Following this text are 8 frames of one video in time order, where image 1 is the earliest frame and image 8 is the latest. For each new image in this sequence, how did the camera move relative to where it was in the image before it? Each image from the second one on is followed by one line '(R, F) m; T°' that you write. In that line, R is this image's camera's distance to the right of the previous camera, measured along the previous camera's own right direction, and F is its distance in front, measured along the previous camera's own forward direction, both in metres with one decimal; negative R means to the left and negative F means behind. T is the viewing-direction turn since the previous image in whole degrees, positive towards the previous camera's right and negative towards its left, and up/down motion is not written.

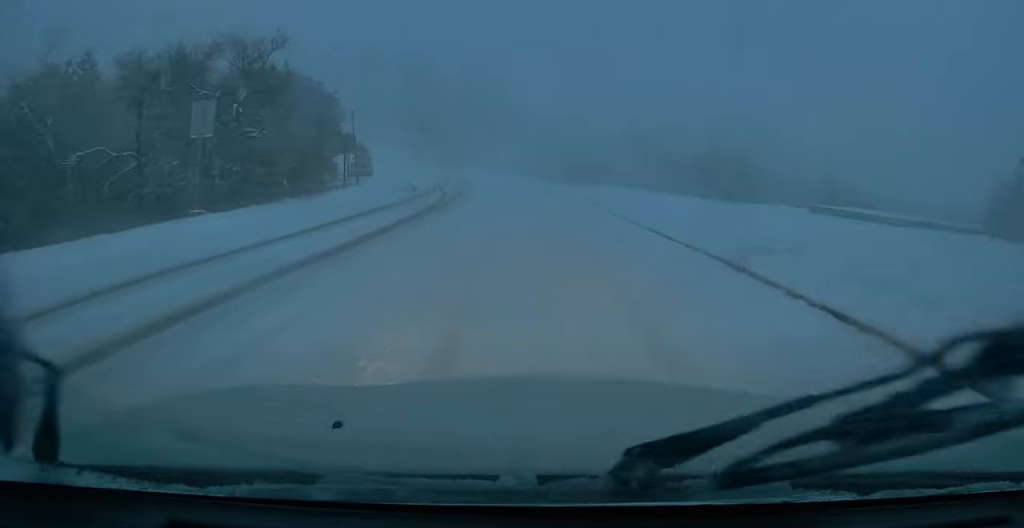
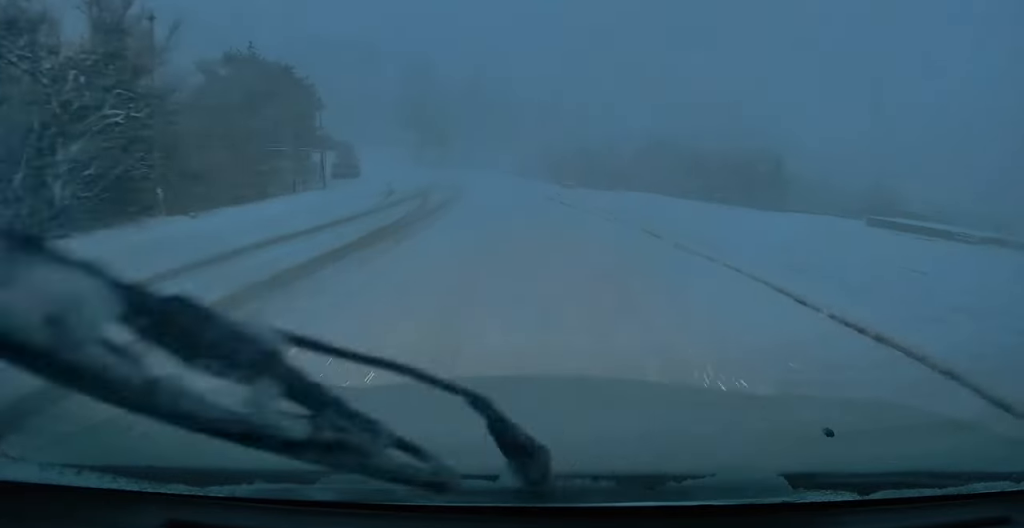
(0.0, +8.4) m; +1°
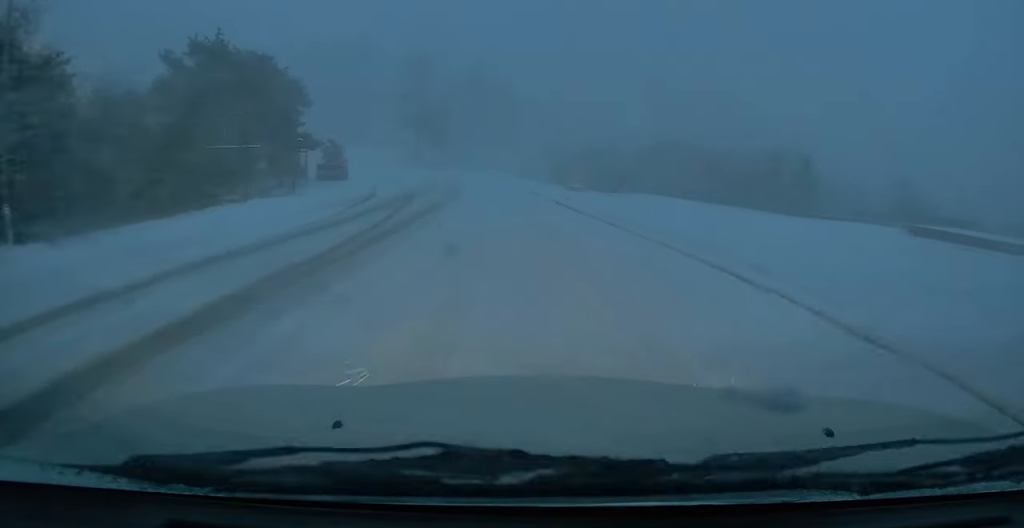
(+0.1, +5.0) m; -1°
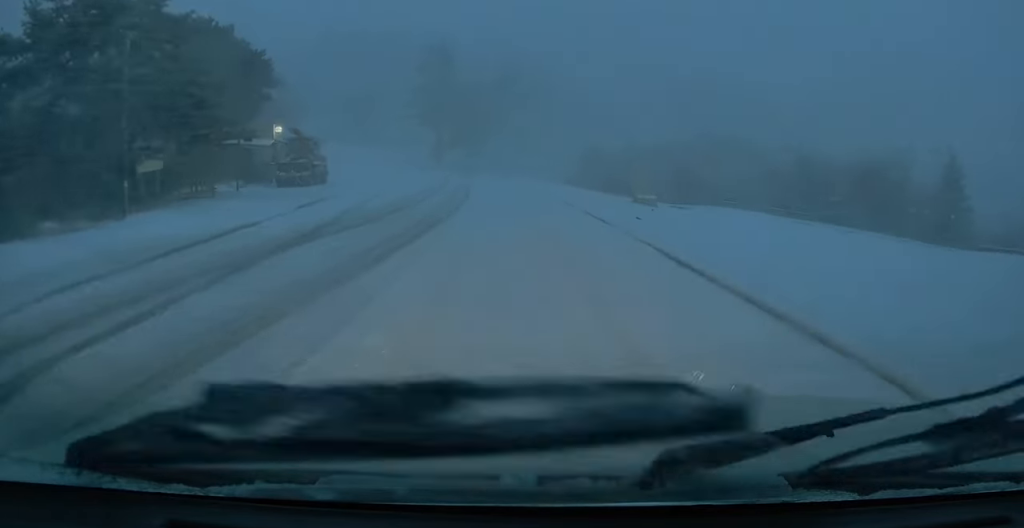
(-0.8, +14.7) m; -5°
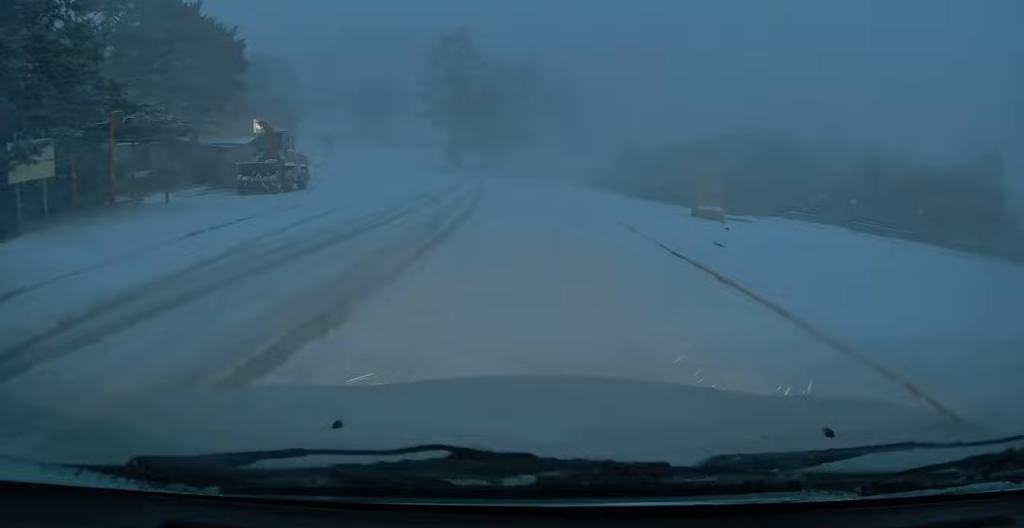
(-0.1, +7.4) m; 0°
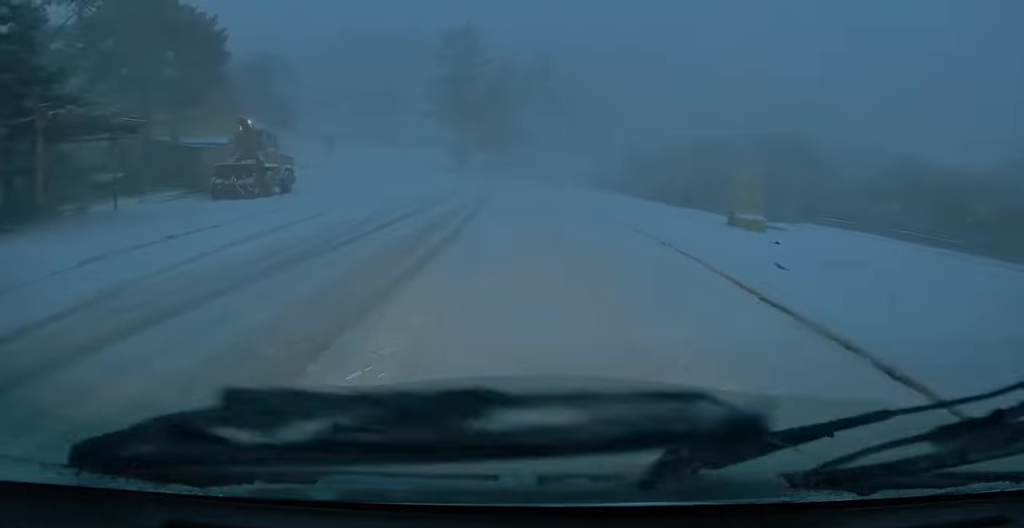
(0.0, +3.4) m; +1°
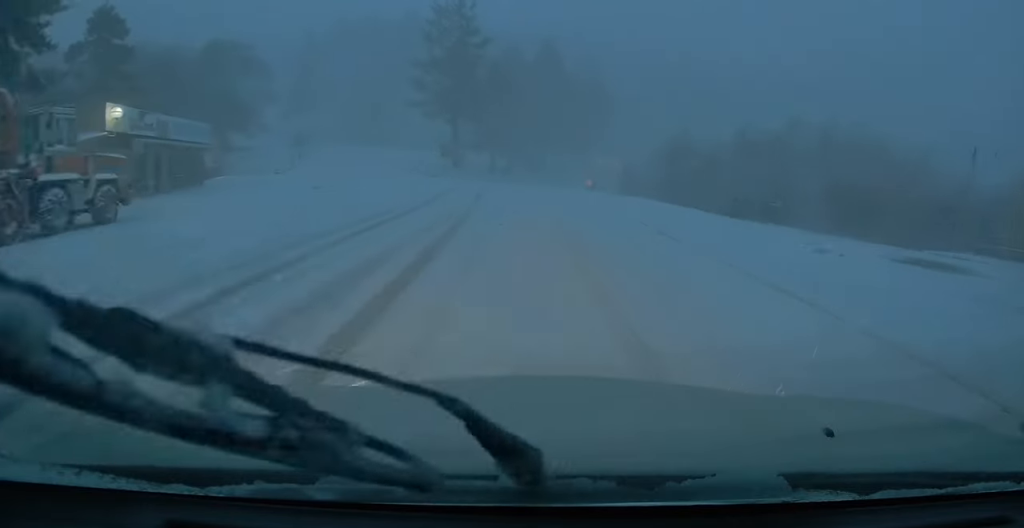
(-0.1, +14.0) m; -2°
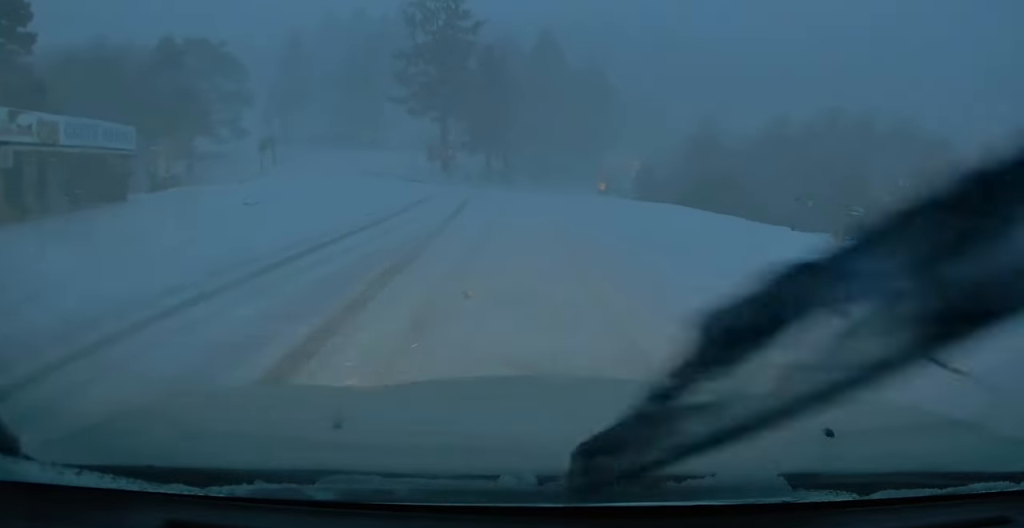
(-0.1, +9.1) m; +2°
